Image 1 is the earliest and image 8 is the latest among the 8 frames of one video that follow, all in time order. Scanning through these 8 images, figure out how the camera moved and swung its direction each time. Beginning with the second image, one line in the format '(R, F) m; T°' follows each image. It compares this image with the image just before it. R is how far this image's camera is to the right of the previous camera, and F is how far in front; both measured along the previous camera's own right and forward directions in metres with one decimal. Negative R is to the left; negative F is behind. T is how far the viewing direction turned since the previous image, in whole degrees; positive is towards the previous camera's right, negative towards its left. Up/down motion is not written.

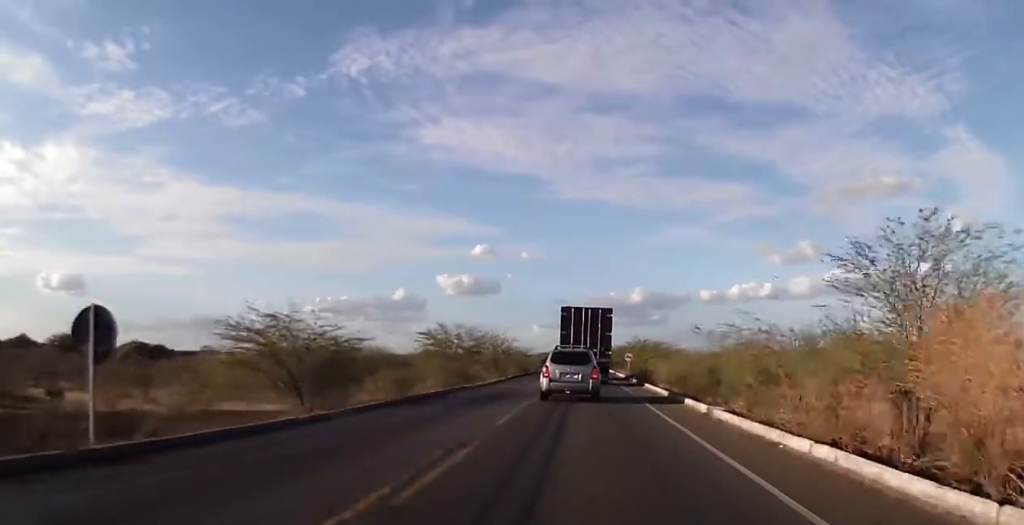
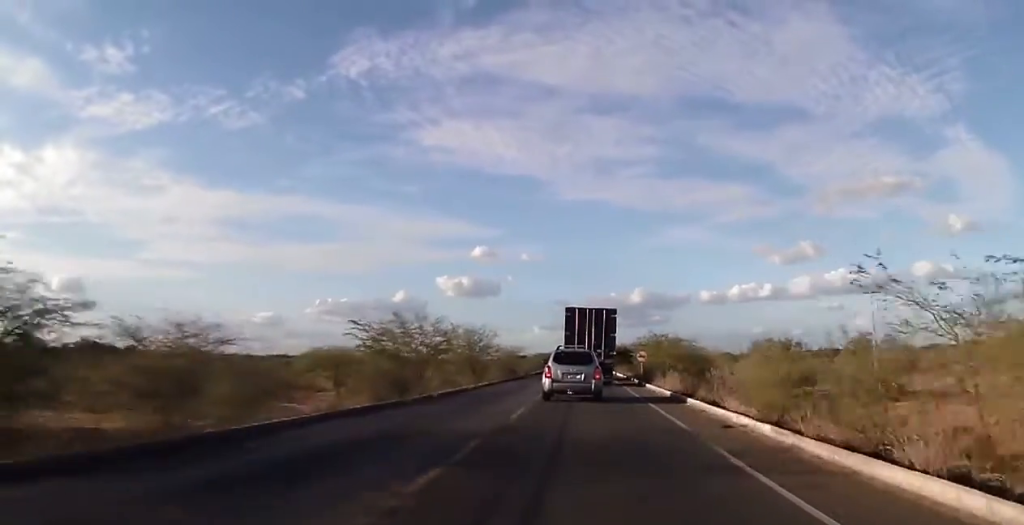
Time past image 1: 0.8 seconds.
(-0.1, +16.6) m; 0°
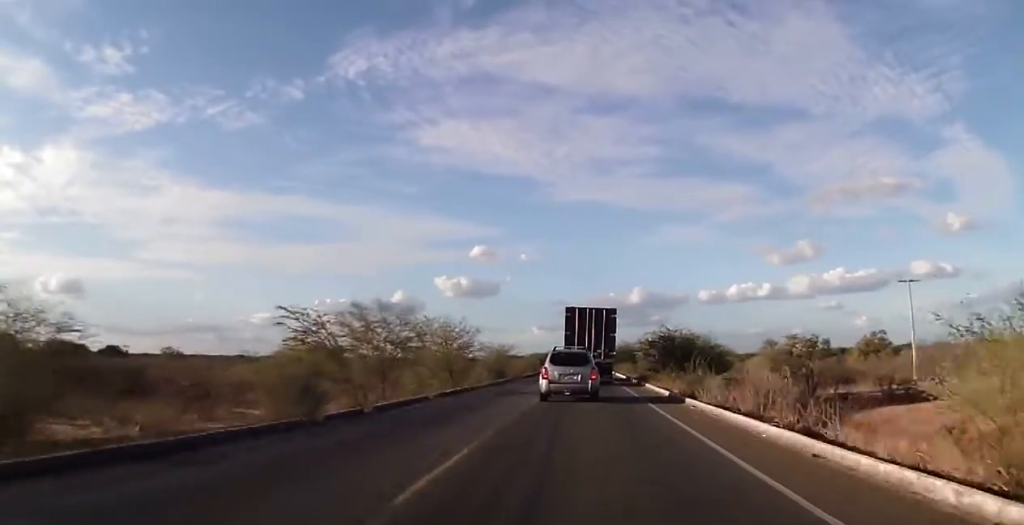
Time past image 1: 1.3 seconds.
(-0.1, +10.1) m; +1°
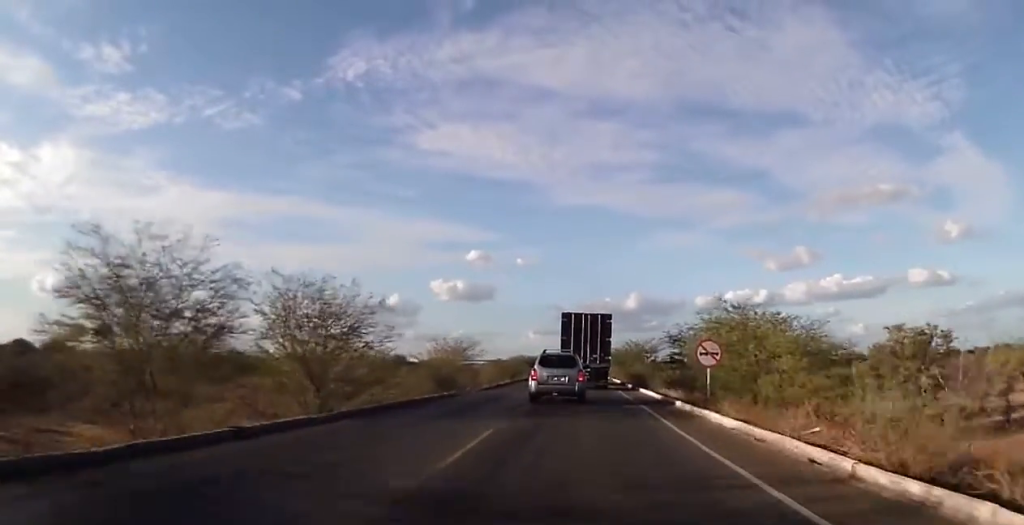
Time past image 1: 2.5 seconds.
(+0.6, +24.7) m; +2°
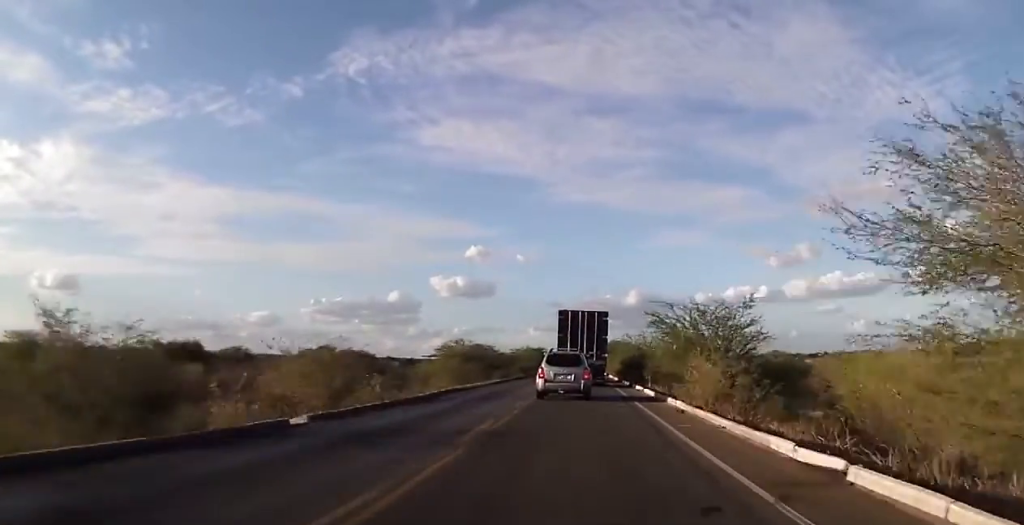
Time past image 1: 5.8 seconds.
(-1.1, +61.9) m; -2°
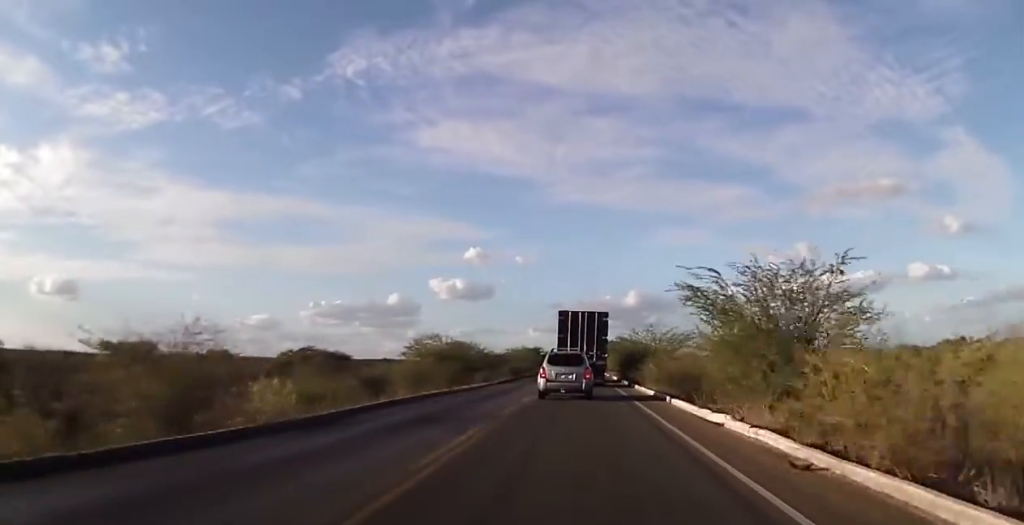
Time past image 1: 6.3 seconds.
(-0.1, +9.6) m; 0°
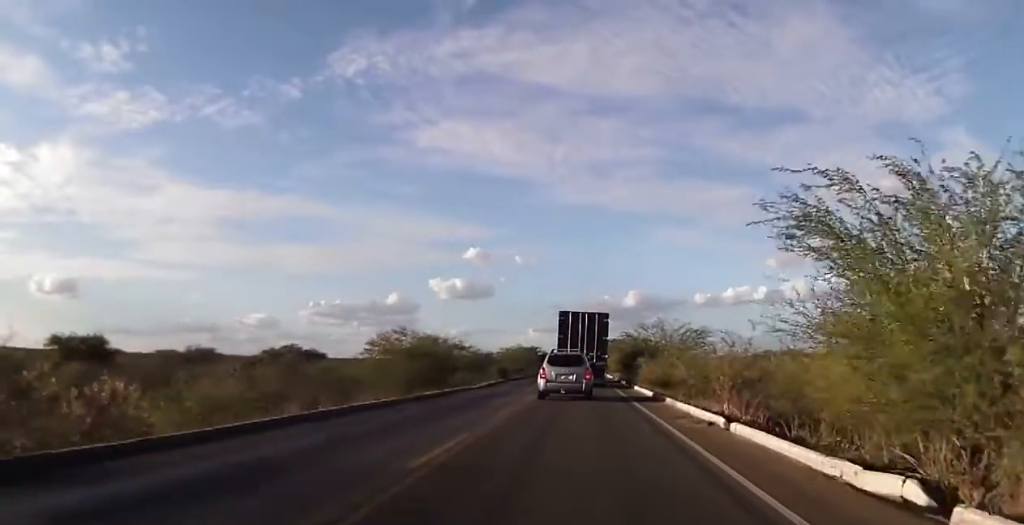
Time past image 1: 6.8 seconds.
(+0.1, +7.8) m; +1°
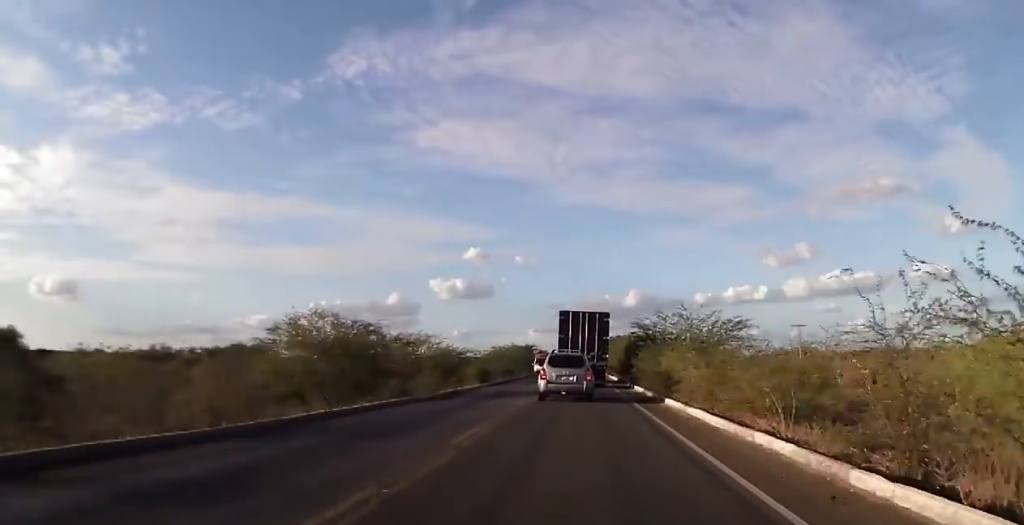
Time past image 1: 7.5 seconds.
(+0.1, +13.2) m; +1°
